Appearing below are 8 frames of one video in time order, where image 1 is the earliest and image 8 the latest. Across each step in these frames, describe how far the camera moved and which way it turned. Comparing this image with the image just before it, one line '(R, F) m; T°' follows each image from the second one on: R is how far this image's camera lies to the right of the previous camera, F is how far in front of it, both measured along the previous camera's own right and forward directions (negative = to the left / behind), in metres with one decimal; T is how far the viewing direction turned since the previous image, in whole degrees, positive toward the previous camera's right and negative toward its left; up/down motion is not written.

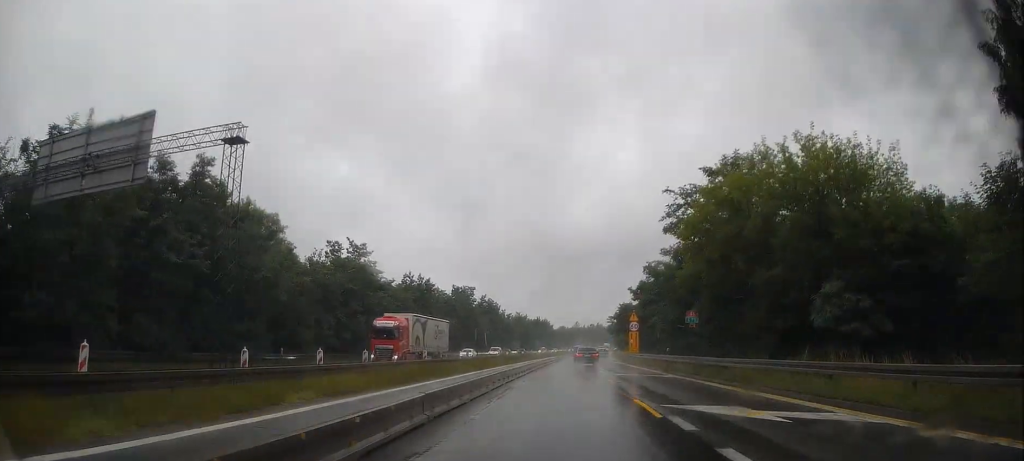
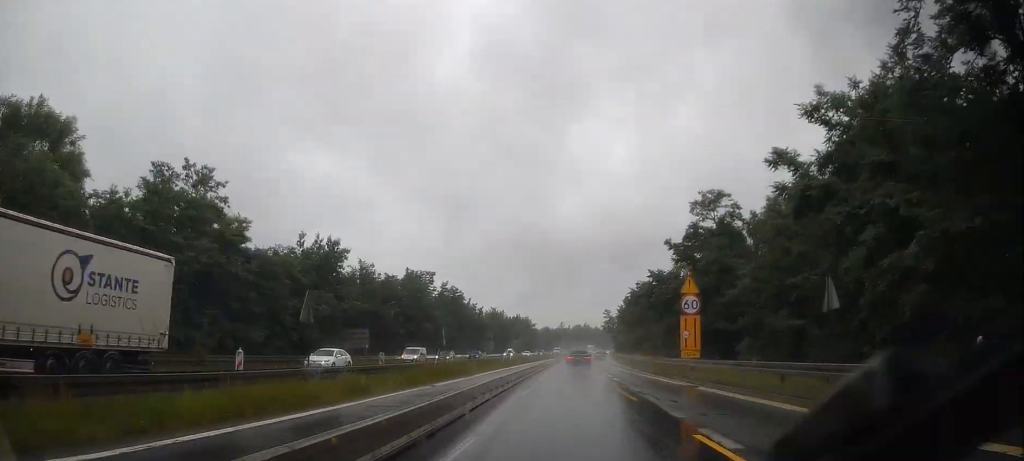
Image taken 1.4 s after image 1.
(+0.2, +29.6) m; +1°
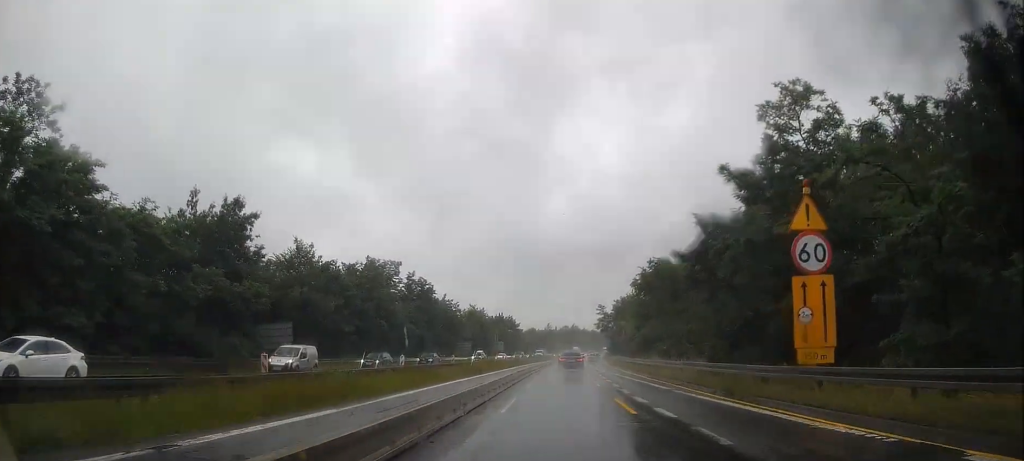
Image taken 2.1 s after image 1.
(+0.1, +15.6) m; +1°
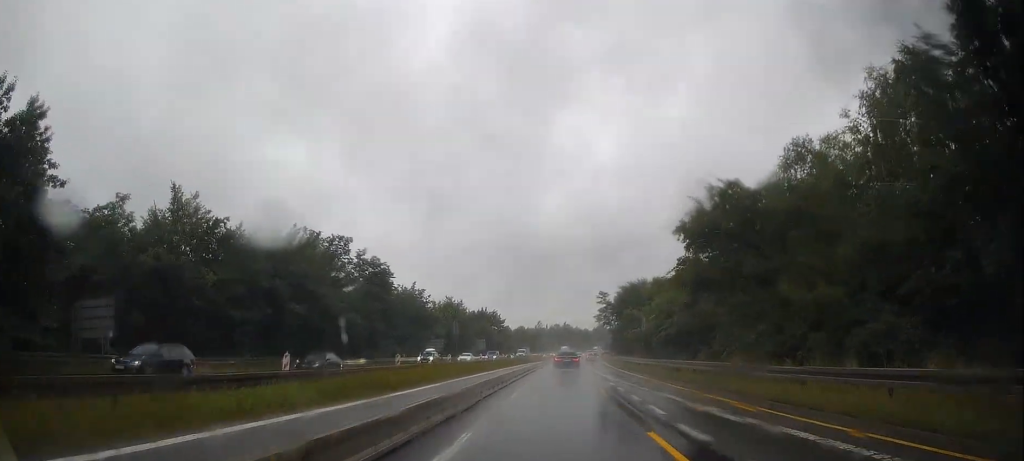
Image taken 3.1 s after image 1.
(+0.1, +20.0) m; 0°
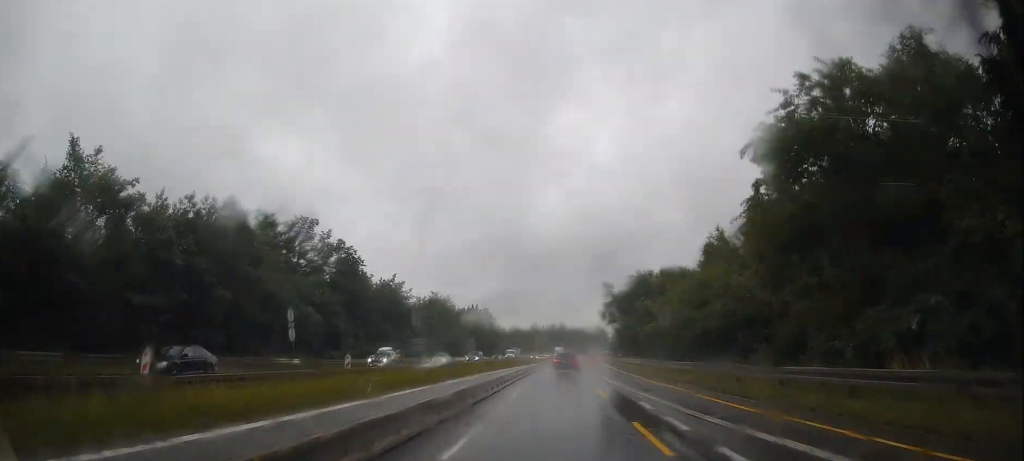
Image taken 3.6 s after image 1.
(0.0, +10.9) m; 0°
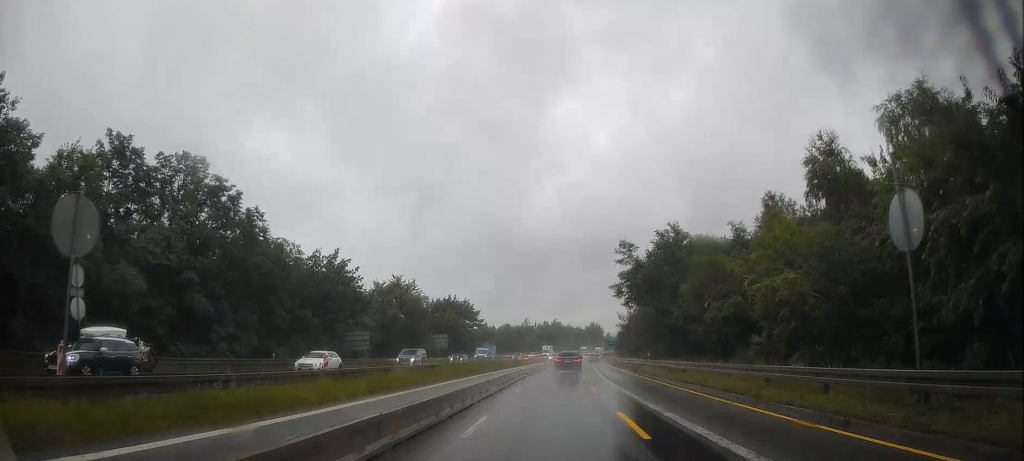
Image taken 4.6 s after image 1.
(+0.2, +23.2) m; +1°
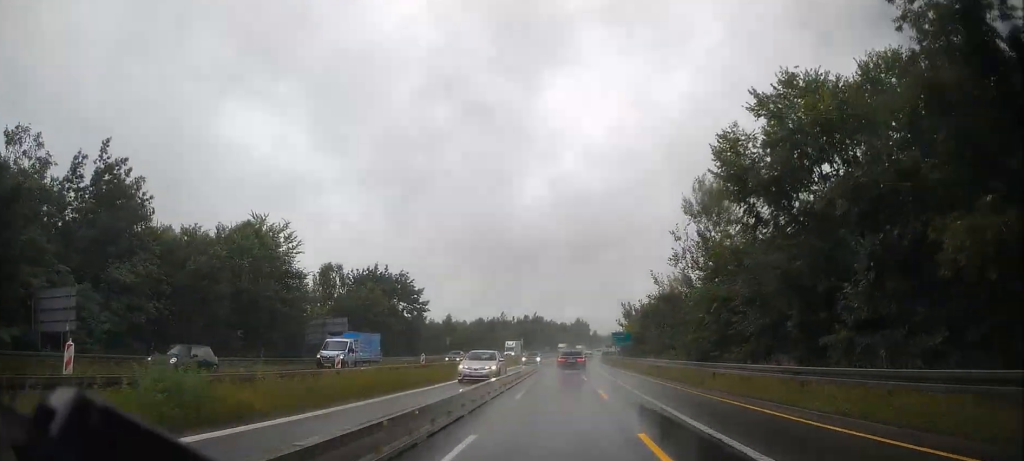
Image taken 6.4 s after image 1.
(+0.8, +39.3) m; +3°
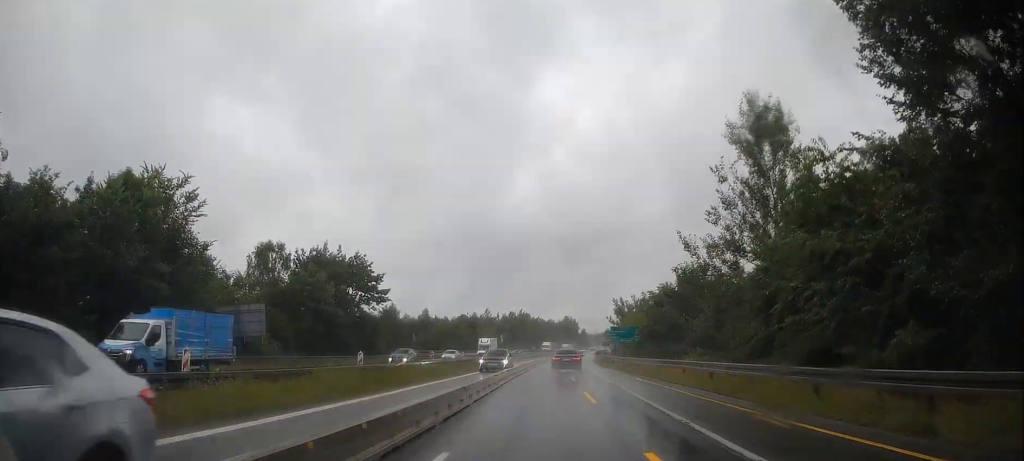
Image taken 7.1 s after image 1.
(+0.2, +13.8) m; +1°
